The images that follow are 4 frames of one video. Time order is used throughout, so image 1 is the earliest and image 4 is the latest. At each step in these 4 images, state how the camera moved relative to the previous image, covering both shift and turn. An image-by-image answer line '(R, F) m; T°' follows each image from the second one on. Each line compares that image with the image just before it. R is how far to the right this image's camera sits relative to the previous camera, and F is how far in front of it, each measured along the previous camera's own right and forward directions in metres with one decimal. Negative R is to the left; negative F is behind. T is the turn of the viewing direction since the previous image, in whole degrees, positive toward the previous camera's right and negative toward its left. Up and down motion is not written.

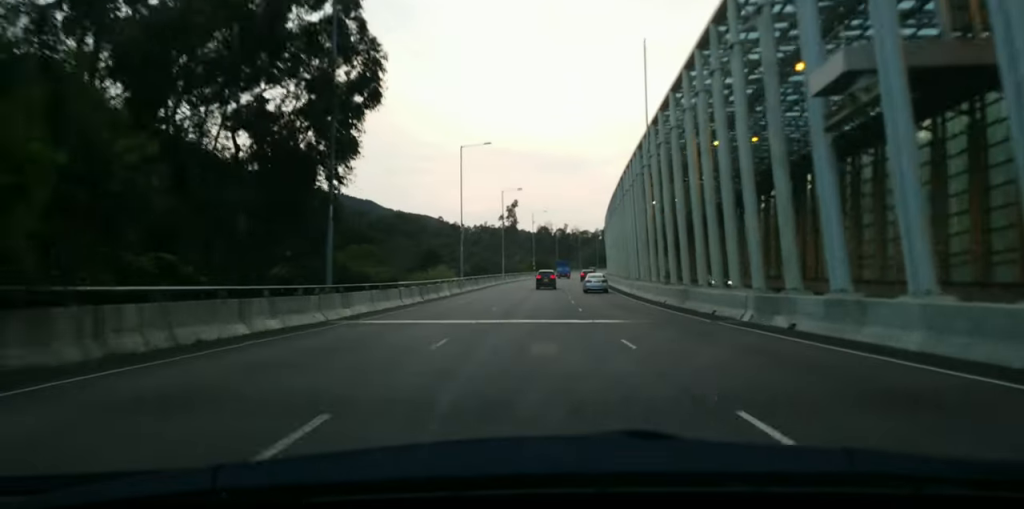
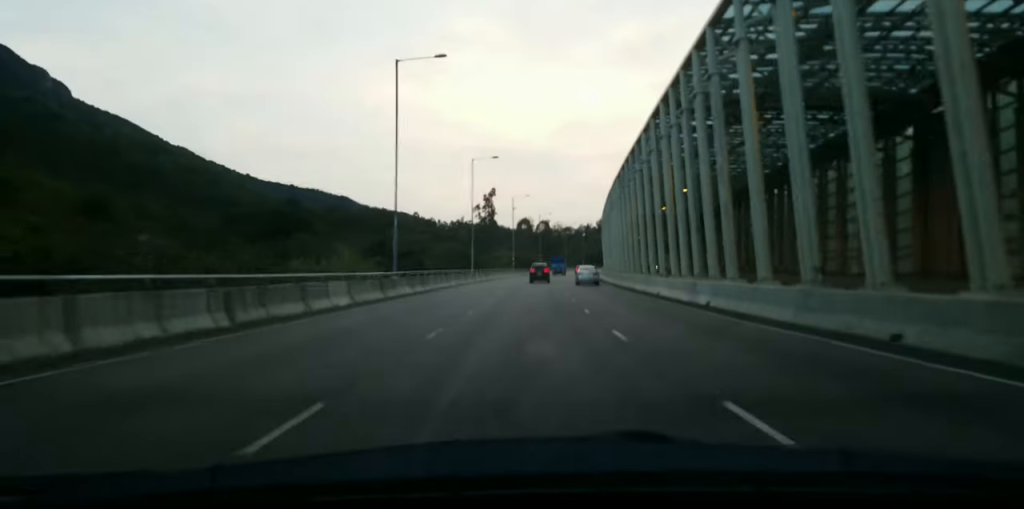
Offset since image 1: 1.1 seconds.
(+0.6, +26.3) m; +1°
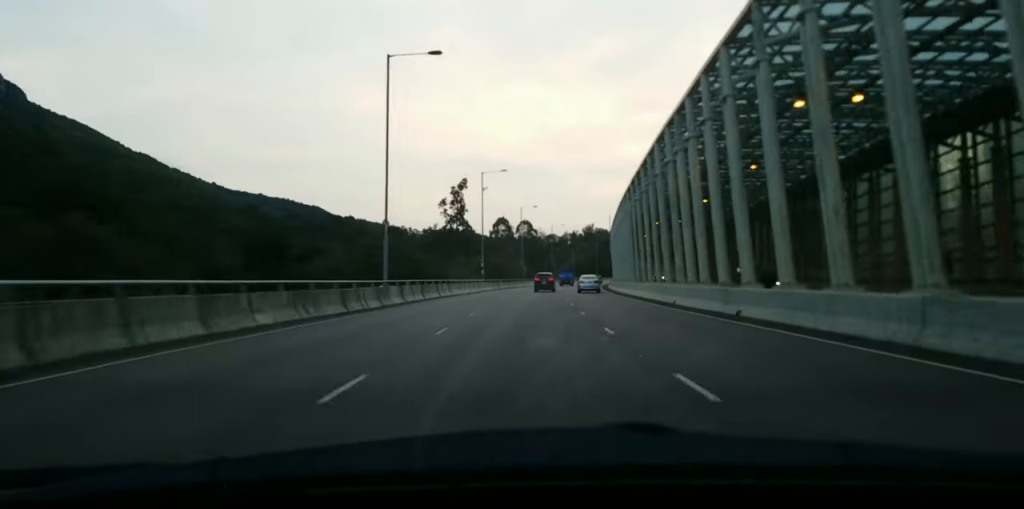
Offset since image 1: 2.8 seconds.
(+0.2, +42.7) m; 0°
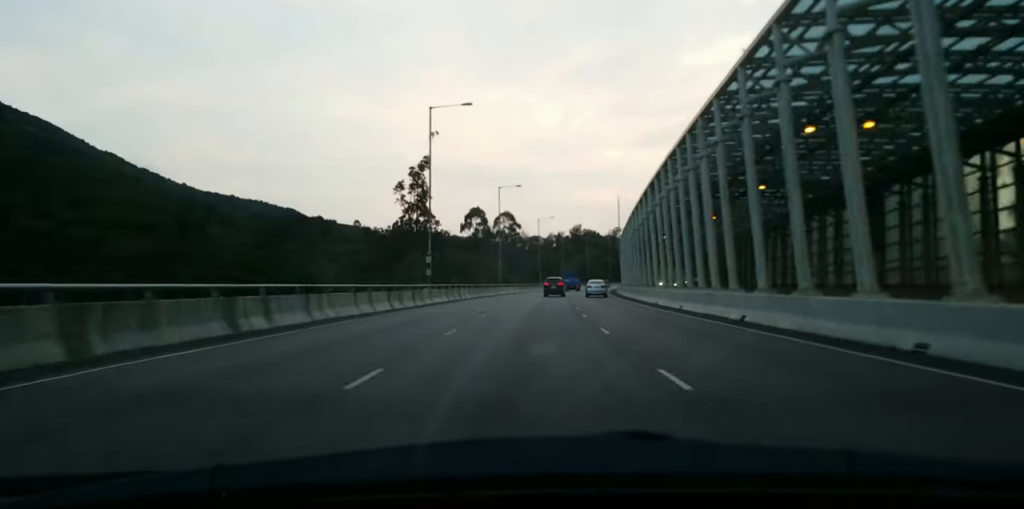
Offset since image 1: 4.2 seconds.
(-0.2, +34.9) m; 0°
